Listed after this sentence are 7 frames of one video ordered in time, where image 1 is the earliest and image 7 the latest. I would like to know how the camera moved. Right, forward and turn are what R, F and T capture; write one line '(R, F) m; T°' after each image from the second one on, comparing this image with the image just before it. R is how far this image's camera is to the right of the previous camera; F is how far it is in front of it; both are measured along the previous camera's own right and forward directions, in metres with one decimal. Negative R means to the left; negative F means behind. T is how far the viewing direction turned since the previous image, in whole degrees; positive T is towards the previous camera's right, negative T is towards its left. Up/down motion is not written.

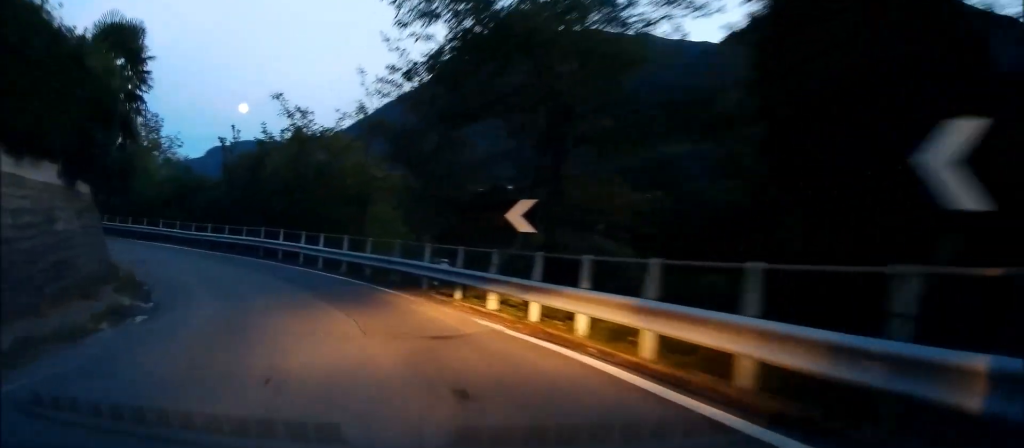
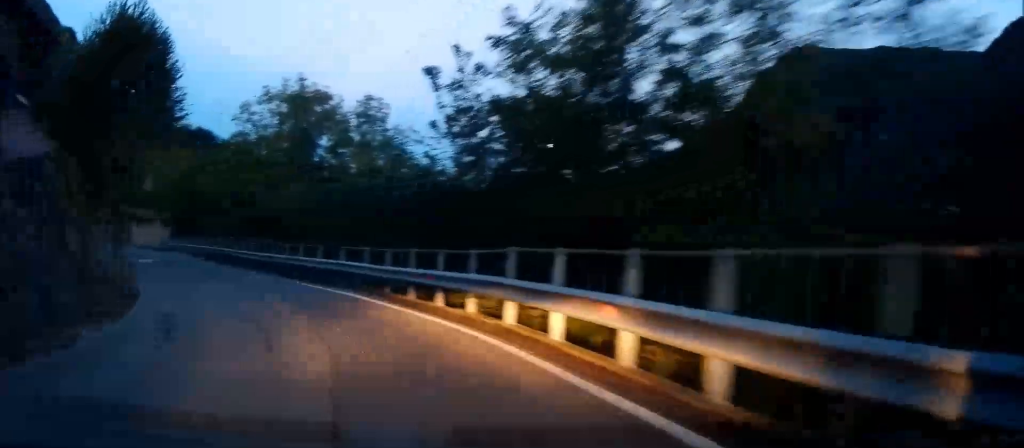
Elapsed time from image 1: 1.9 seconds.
(-3.9, +15.7) m; -29°
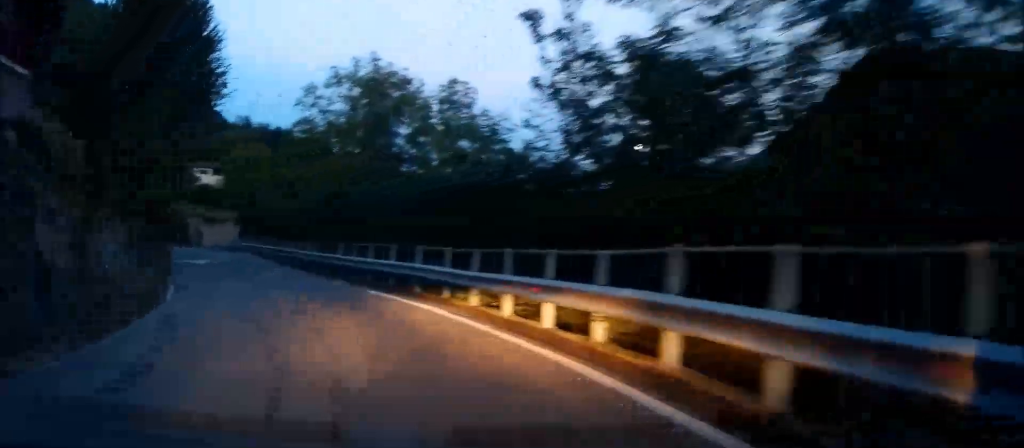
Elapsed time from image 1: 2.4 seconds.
(+0.5, +3.7) m; -7°
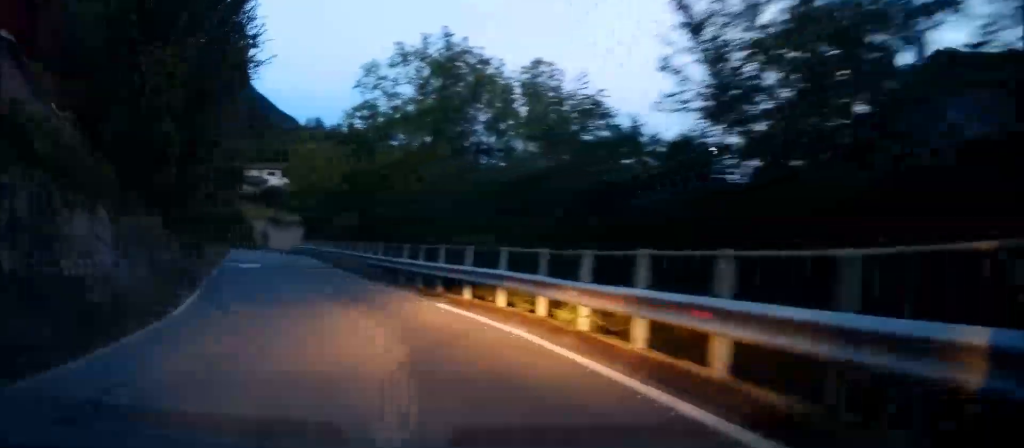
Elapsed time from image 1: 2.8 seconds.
(-0.8, +3.7) m; -8°
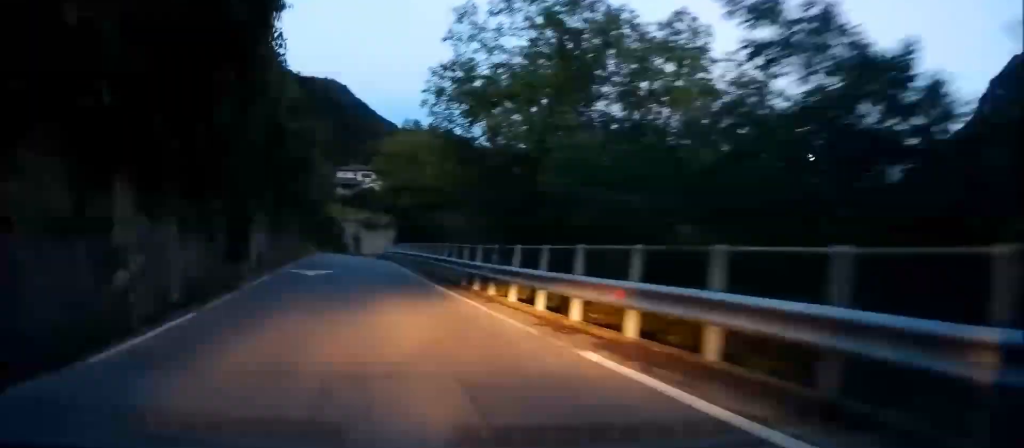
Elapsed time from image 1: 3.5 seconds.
(-0.9, +6.2) m; -12°
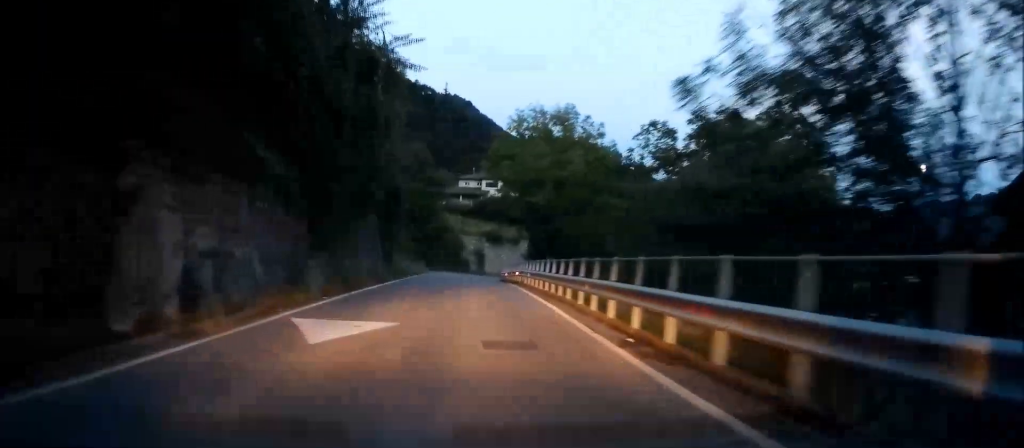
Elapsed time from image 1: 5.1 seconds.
(-1.1, +15.6) m; -5°
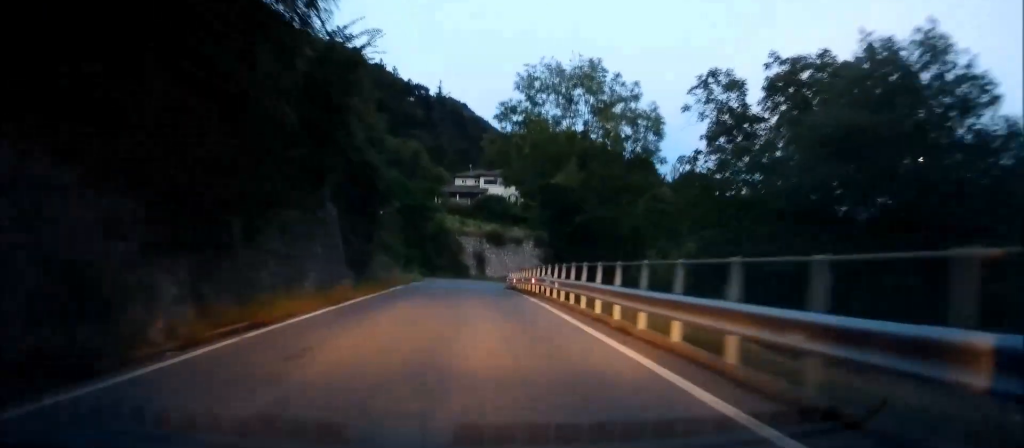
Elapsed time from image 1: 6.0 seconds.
(0.0, +9.4) m; -2°
